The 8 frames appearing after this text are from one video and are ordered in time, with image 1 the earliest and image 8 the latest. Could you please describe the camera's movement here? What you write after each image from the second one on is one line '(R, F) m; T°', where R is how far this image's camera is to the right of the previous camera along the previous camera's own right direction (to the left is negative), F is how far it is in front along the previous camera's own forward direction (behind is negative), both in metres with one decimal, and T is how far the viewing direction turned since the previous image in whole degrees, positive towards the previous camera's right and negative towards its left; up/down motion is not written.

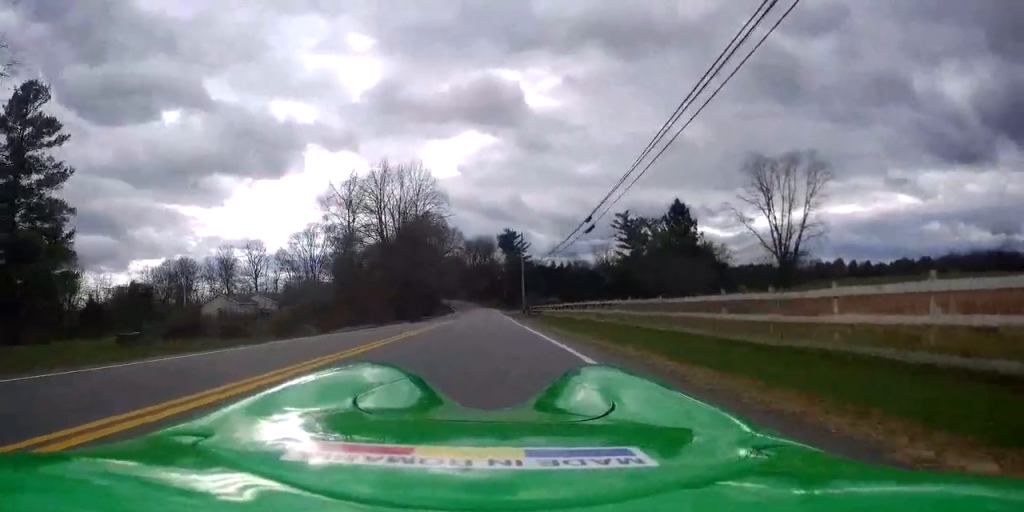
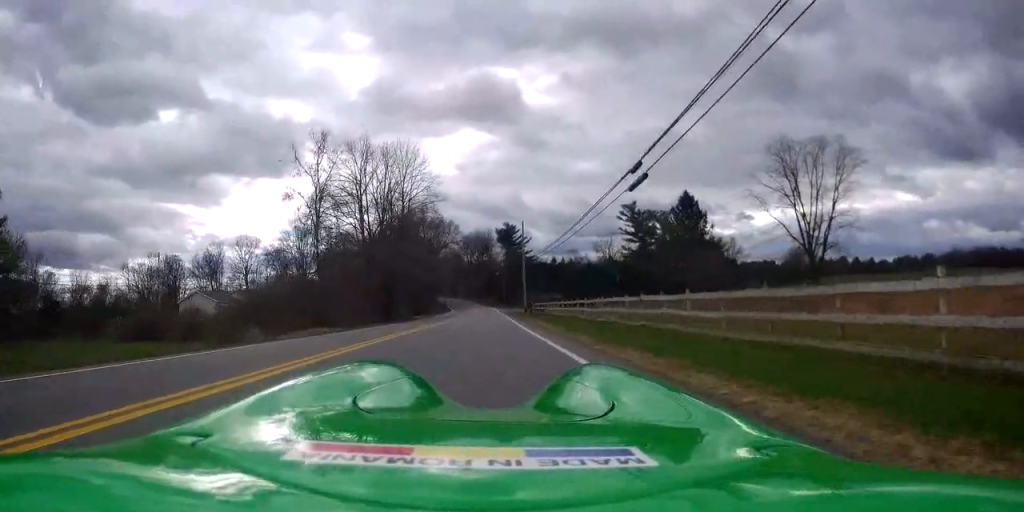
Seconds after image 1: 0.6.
(-0.1, +8.0) m; 0°
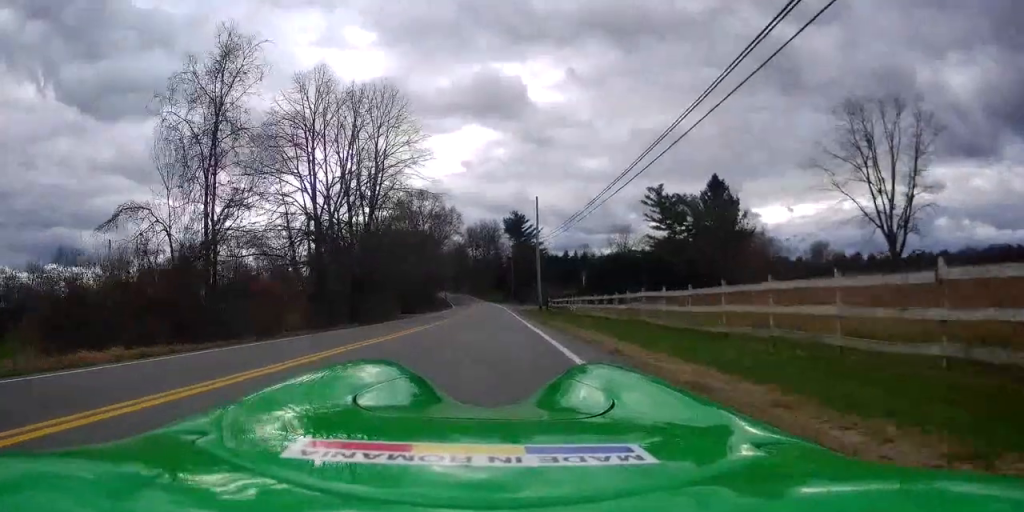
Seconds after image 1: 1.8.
(+0.1, +13.7) m; 0°
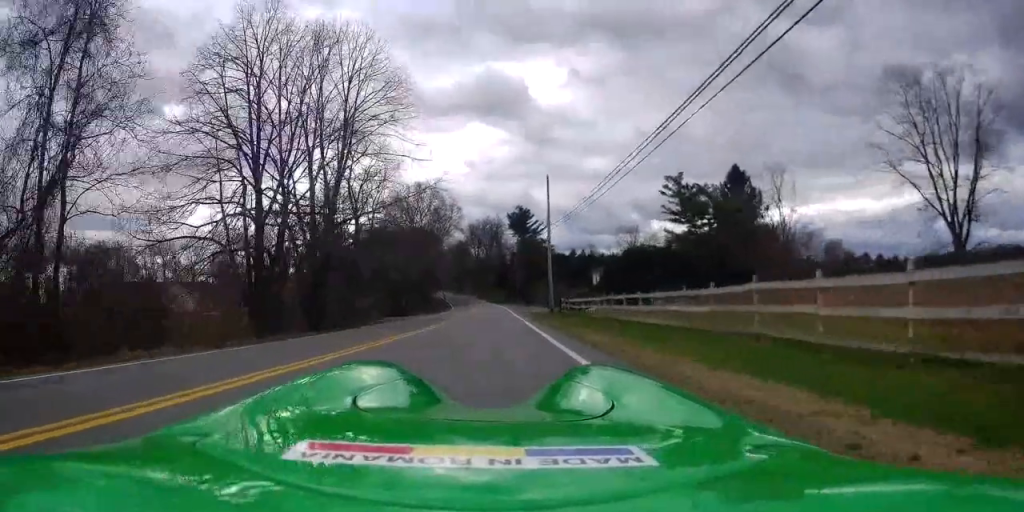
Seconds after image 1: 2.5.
(0.0, +7.9) m; +1°
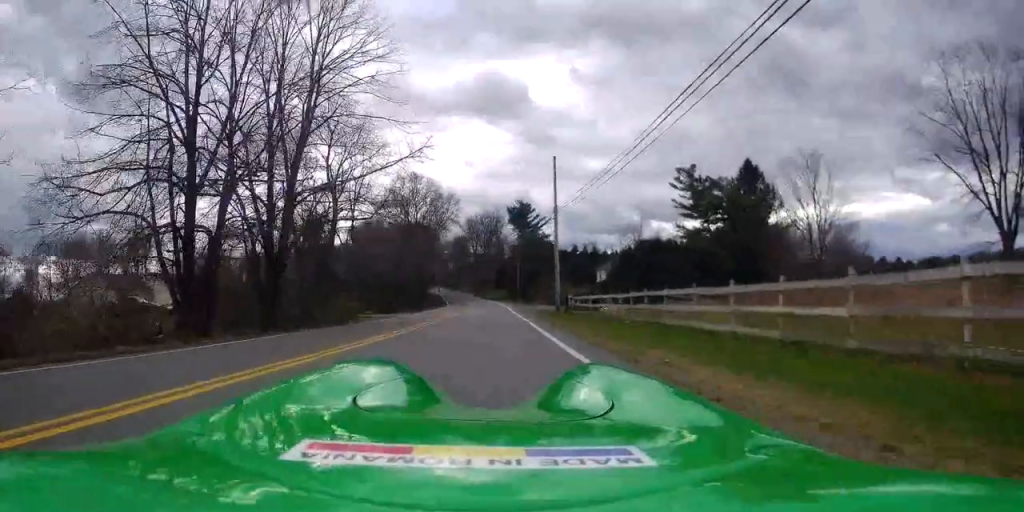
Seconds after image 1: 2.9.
(-0.3, +4.9) m; +1°
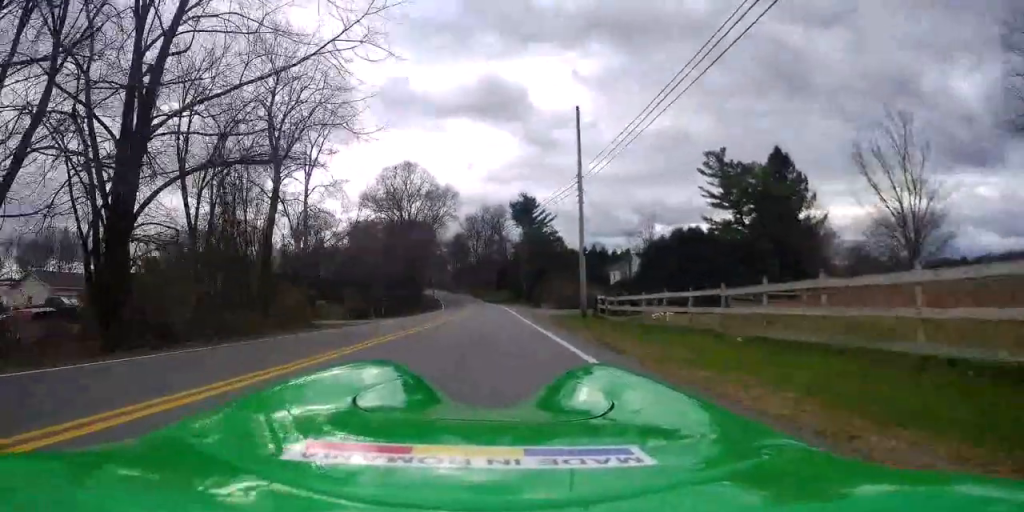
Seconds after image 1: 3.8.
(+0.6, +10.9) m; +2°
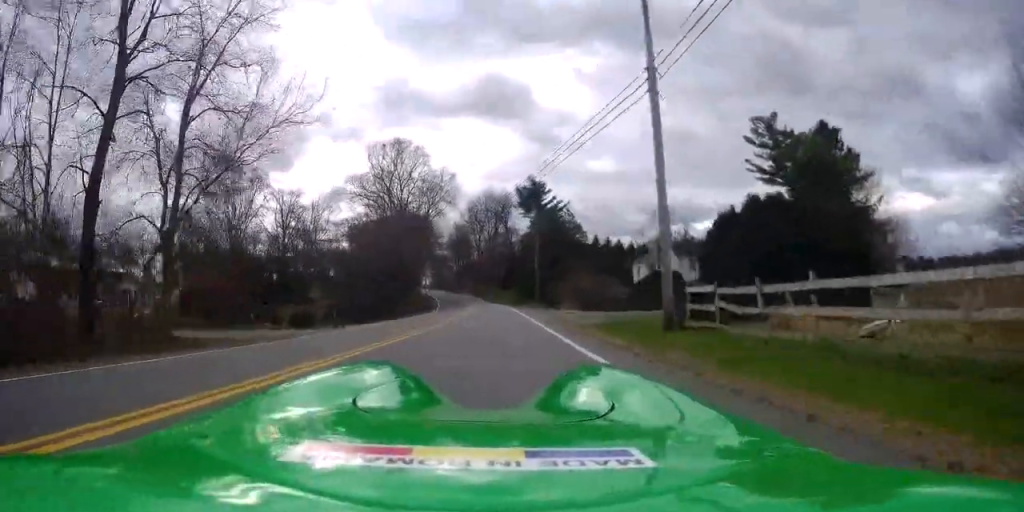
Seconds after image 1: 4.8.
(0.0, +11.5) m; +10°
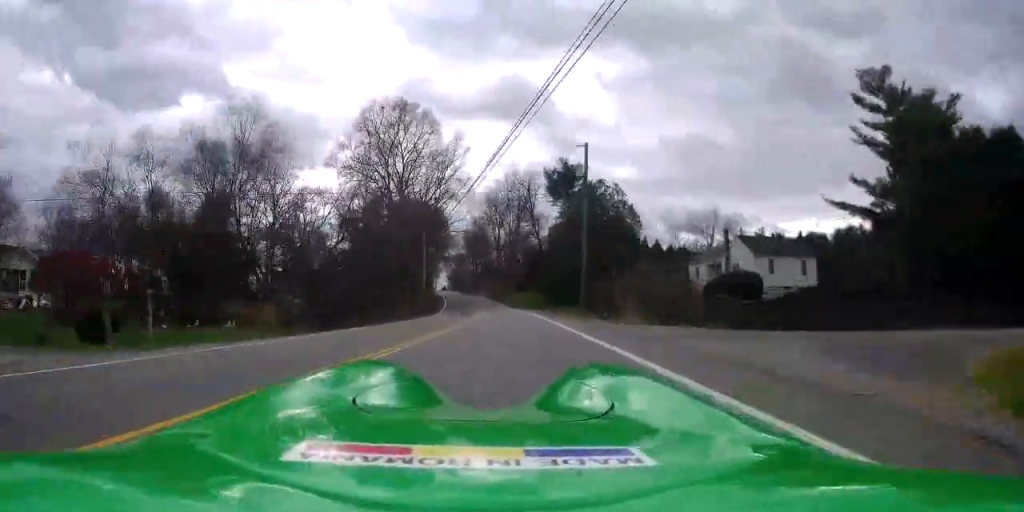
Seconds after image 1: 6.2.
(+2.6, +11.5) m; -3°
